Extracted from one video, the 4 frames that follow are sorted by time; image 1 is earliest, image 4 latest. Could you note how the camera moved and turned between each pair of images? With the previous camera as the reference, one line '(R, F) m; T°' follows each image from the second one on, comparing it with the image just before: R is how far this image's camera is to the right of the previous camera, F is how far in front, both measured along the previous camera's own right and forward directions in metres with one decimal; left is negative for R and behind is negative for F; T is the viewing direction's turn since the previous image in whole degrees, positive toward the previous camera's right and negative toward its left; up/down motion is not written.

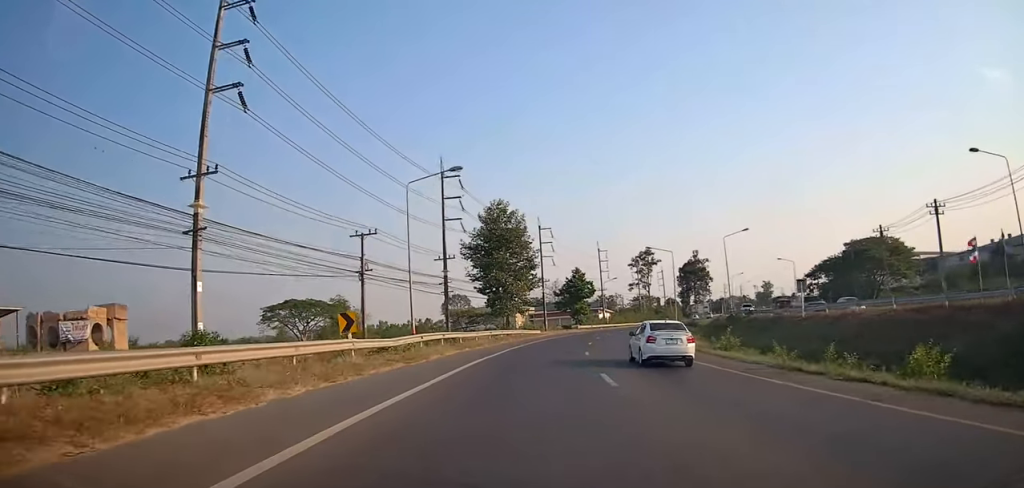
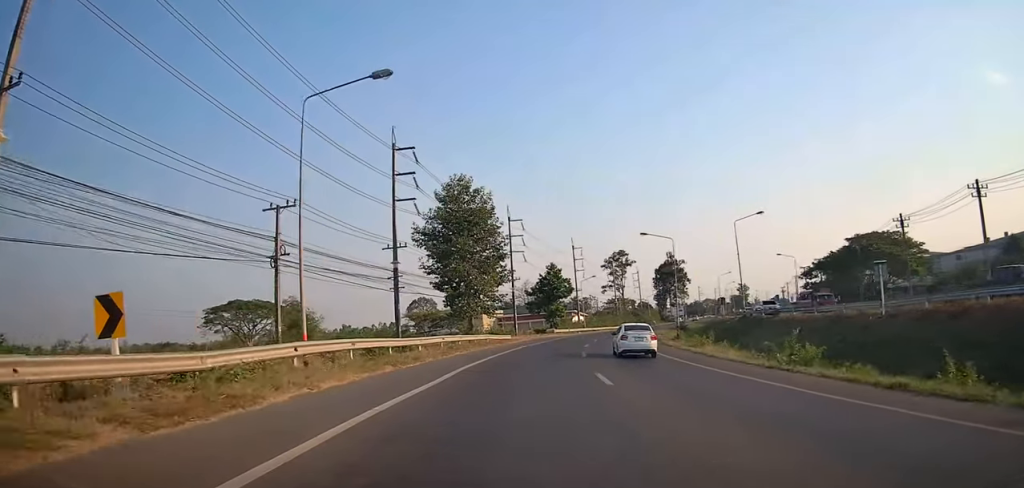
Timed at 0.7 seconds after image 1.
(-0.1, +11.7) m; +5°
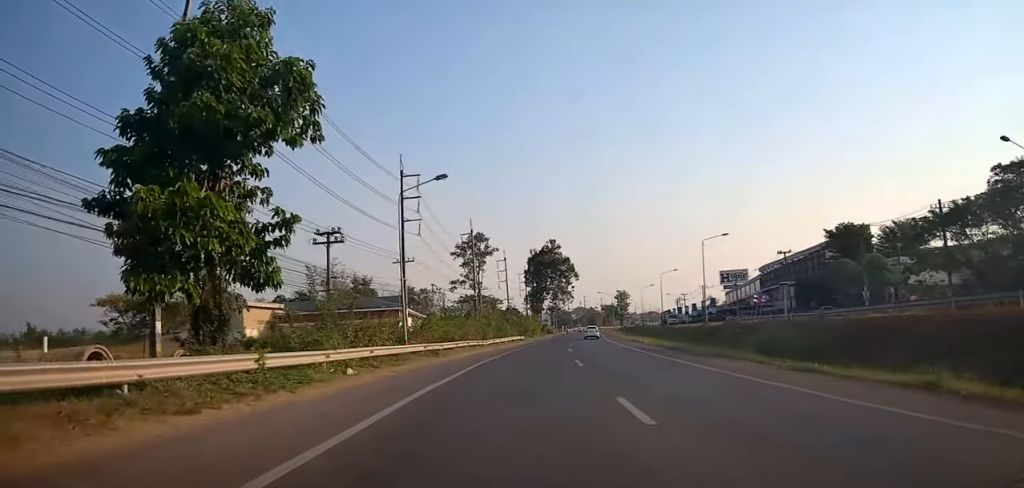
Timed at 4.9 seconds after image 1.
(+9.9, +66.4) m; +17°
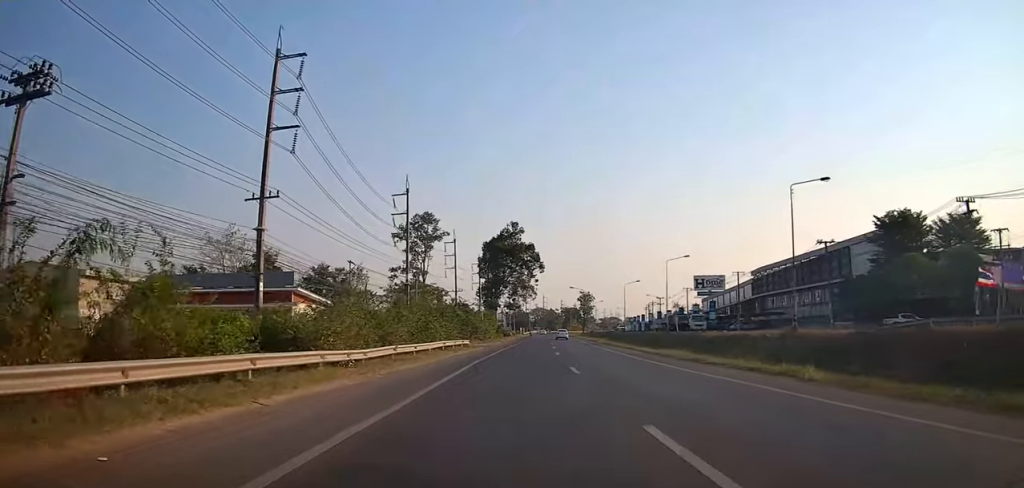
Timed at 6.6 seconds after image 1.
(+1.5, +27.6) m; +3°
